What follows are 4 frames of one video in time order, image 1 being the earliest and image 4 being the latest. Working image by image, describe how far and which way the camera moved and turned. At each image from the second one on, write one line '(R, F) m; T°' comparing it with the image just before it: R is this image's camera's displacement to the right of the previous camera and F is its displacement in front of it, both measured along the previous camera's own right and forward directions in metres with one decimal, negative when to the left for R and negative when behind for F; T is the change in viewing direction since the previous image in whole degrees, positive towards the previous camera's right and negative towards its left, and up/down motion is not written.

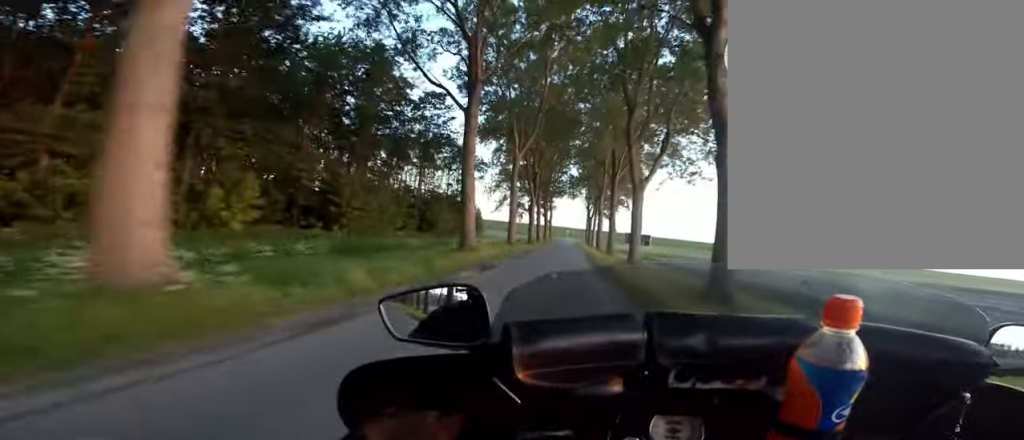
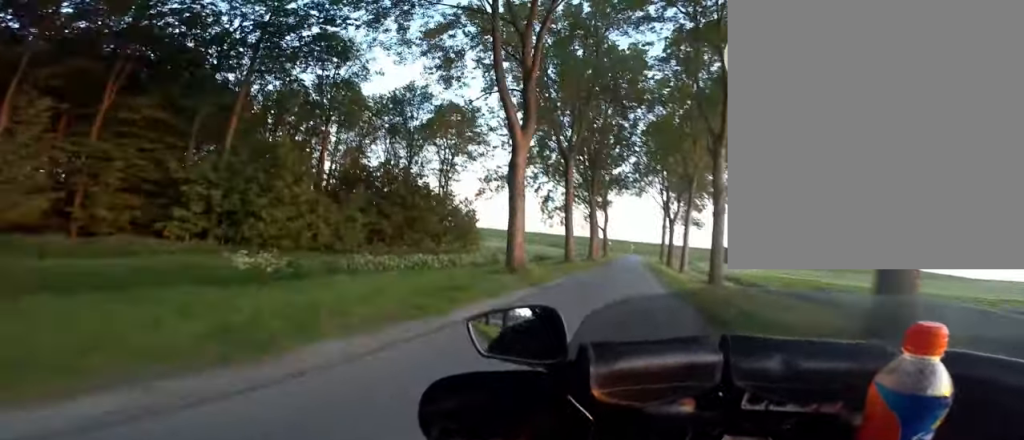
(+1.3, +33.0) m; +3°
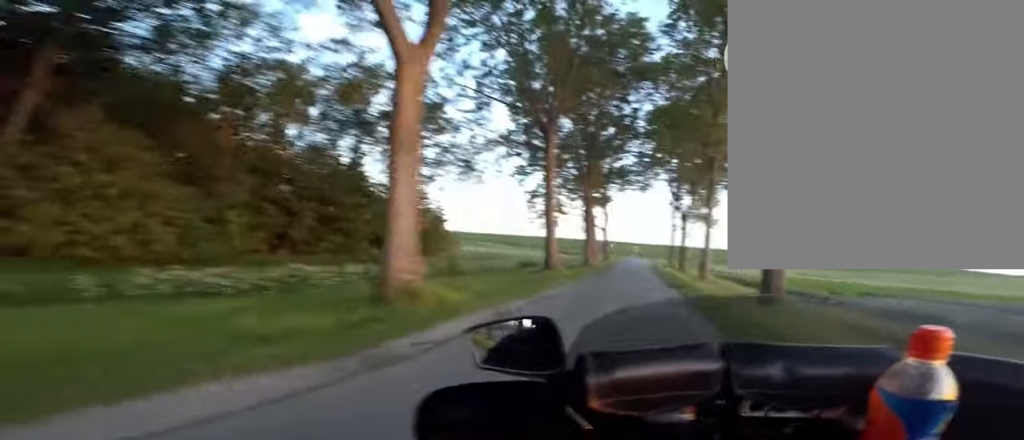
(-0.6, +8.4) m; -2°
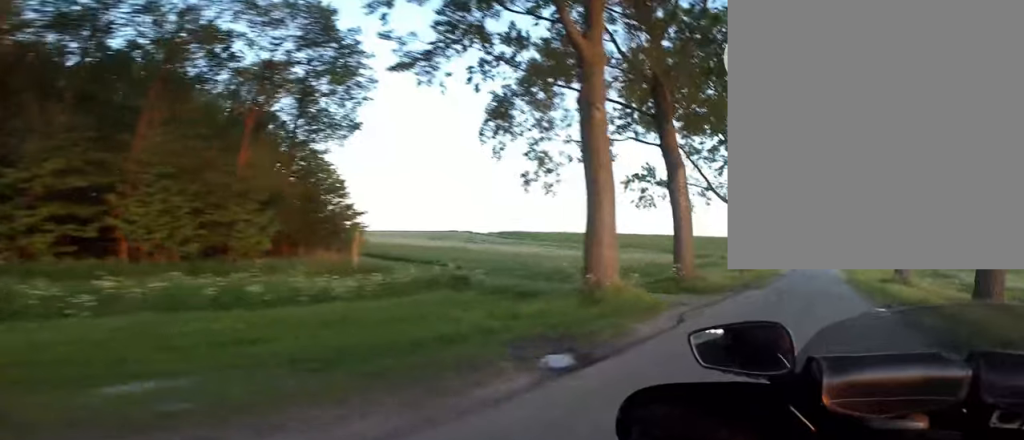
(-0.5, +26.8) m; -1°
